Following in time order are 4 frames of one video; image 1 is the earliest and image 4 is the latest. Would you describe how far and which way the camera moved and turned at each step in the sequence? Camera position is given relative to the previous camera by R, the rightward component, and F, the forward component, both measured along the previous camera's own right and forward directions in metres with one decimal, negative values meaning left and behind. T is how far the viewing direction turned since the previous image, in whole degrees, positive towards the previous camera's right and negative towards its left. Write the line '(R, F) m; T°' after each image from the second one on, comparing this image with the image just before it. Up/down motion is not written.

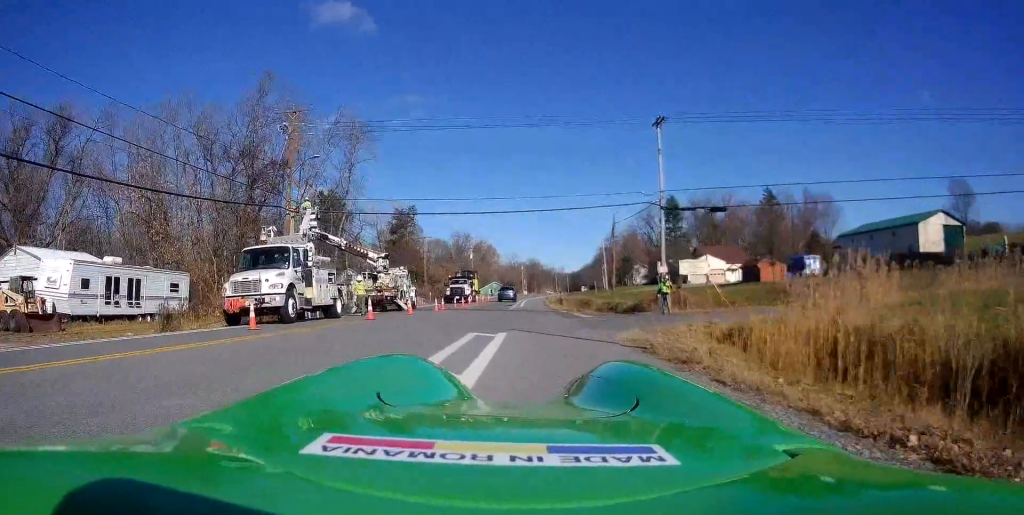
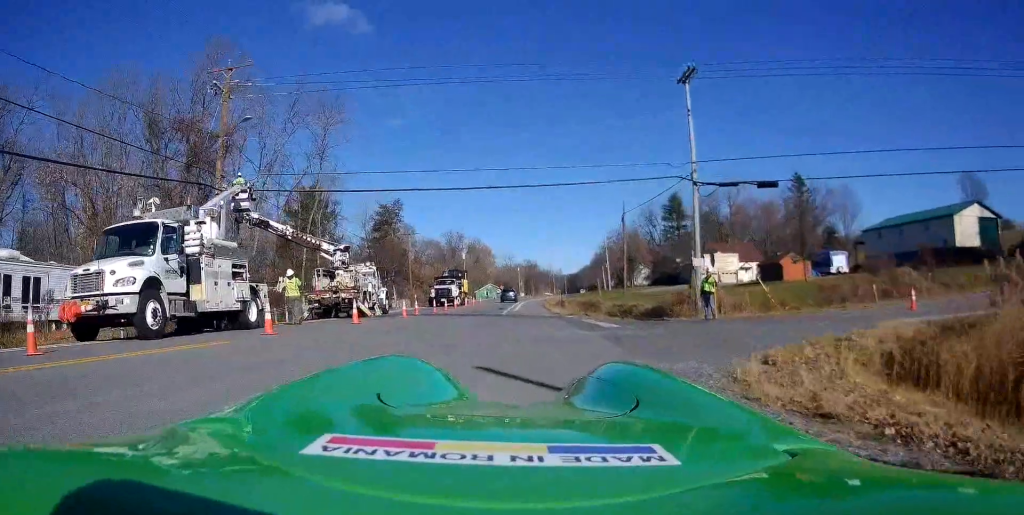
(0.0, +8.1) m; +2°
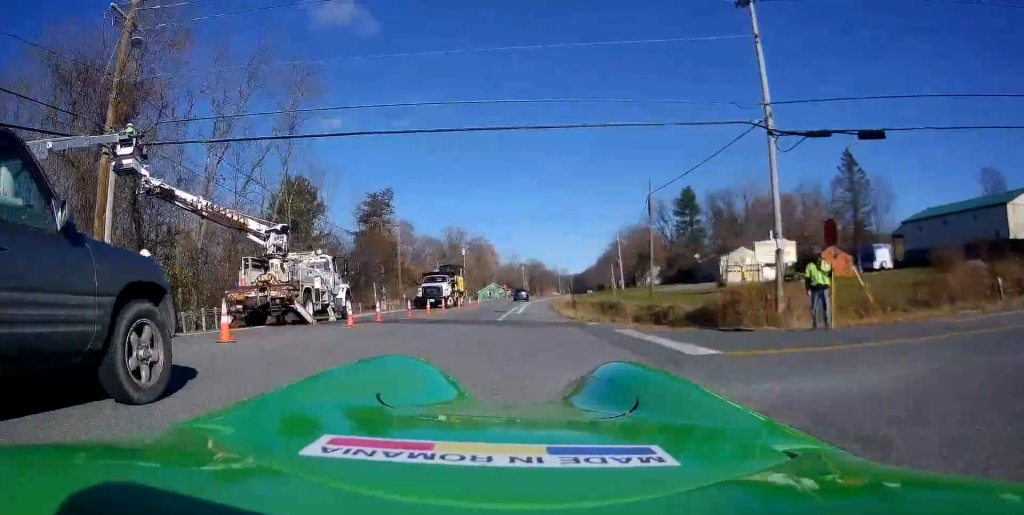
(+0.3, +8.9) m; 0°
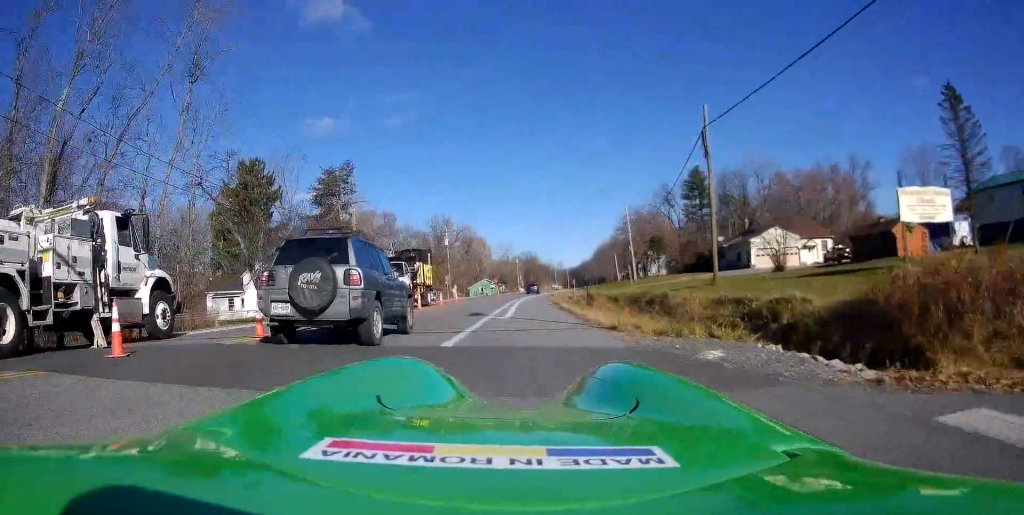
(-0.6, +14.5) m; -2°
